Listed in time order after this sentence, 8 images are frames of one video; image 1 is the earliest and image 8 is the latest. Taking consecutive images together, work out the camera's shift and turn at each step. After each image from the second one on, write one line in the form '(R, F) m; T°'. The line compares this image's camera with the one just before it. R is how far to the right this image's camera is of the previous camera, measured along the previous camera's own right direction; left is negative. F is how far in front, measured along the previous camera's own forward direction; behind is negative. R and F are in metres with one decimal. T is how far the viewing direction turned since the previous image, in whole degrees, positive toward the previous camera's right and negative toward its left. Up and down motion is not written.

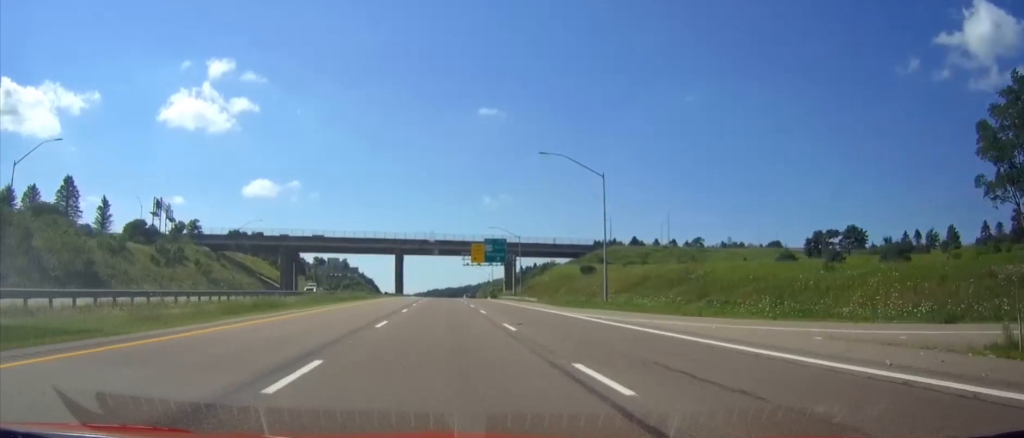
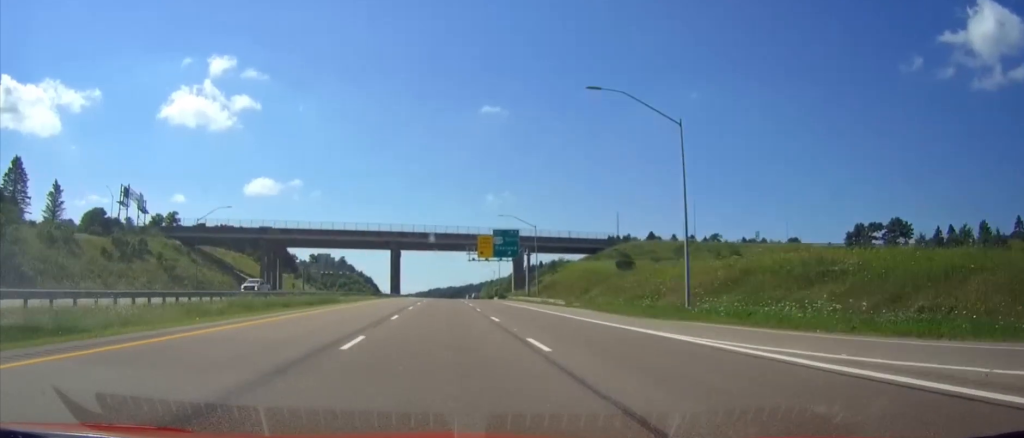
(0.0, +19.2) m; 0°
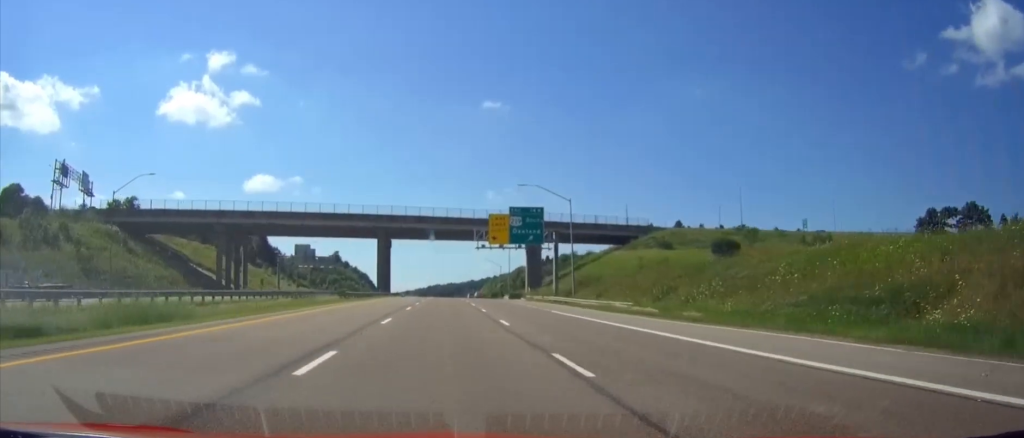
(-0.1, +28.3) m; 0°
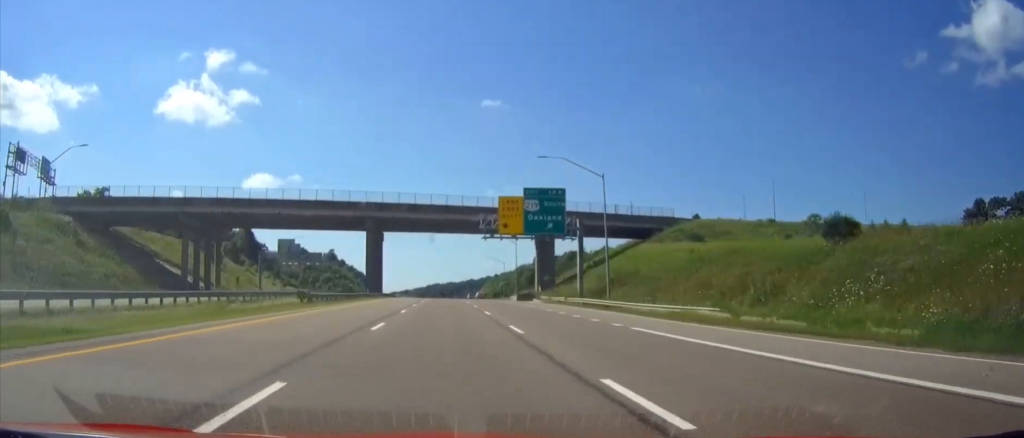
(-0.1, +15.9) m; 0°
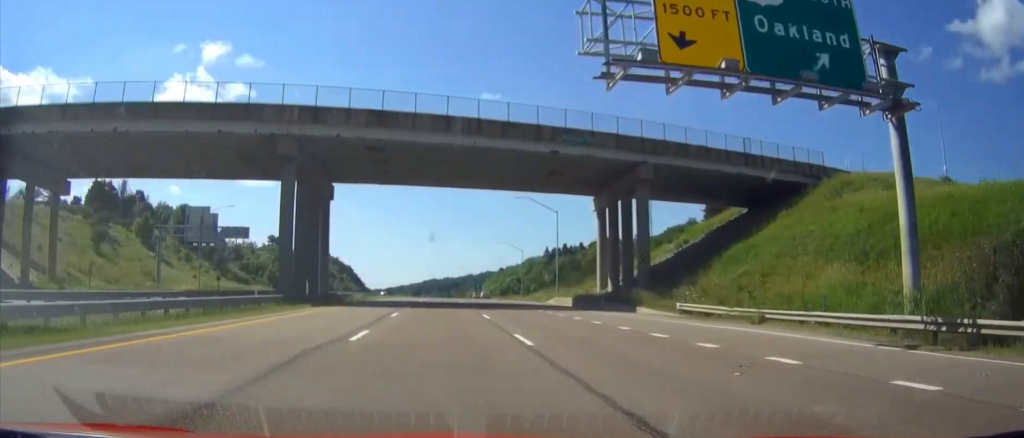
(+0.4, +52.6) m; +1°
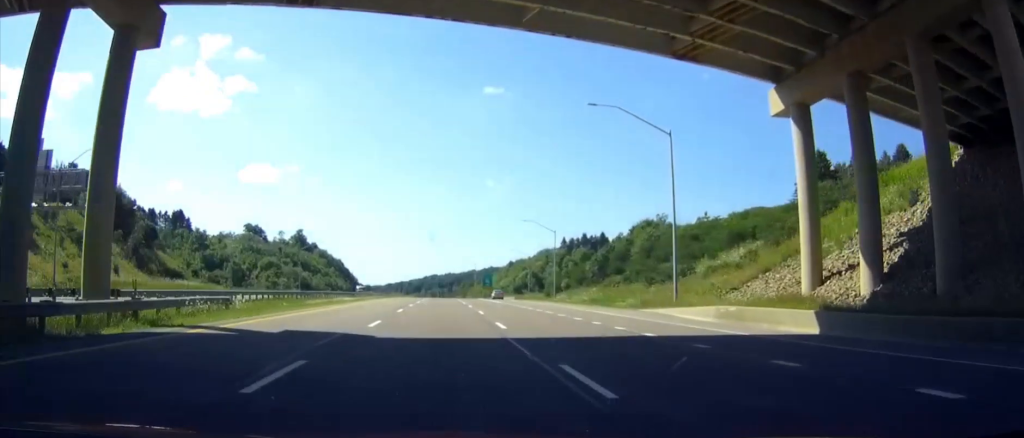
(+0.1, +43.8) m; 0°
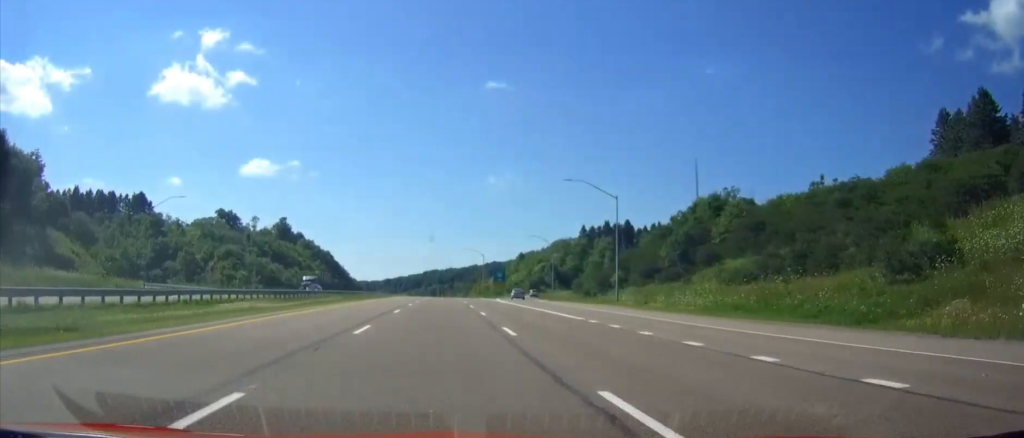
(0.0, +39.4) m; -1°
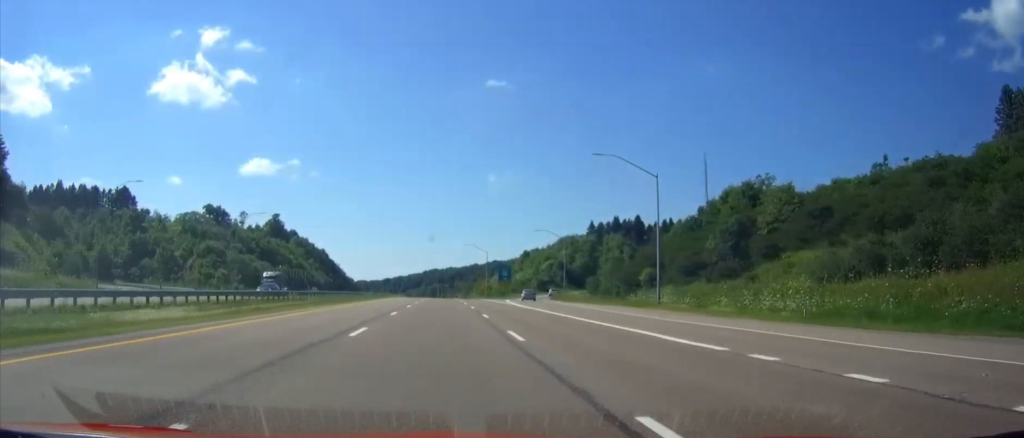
(-0.2, +13.9) m; 0°
